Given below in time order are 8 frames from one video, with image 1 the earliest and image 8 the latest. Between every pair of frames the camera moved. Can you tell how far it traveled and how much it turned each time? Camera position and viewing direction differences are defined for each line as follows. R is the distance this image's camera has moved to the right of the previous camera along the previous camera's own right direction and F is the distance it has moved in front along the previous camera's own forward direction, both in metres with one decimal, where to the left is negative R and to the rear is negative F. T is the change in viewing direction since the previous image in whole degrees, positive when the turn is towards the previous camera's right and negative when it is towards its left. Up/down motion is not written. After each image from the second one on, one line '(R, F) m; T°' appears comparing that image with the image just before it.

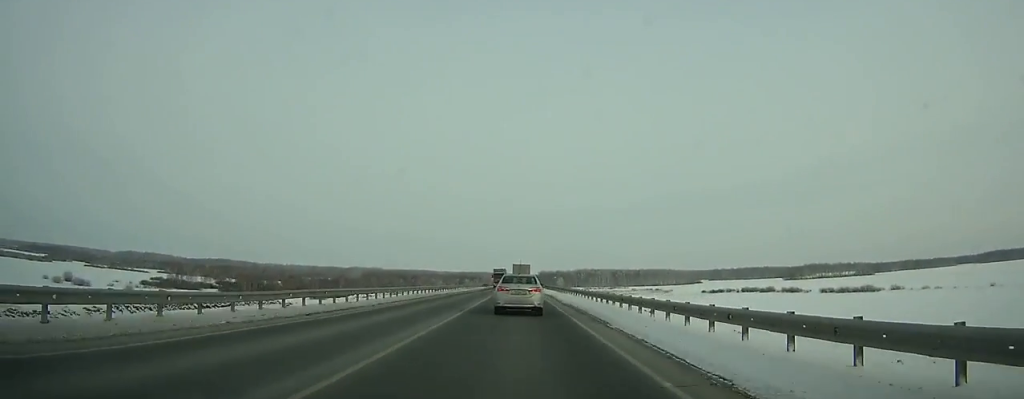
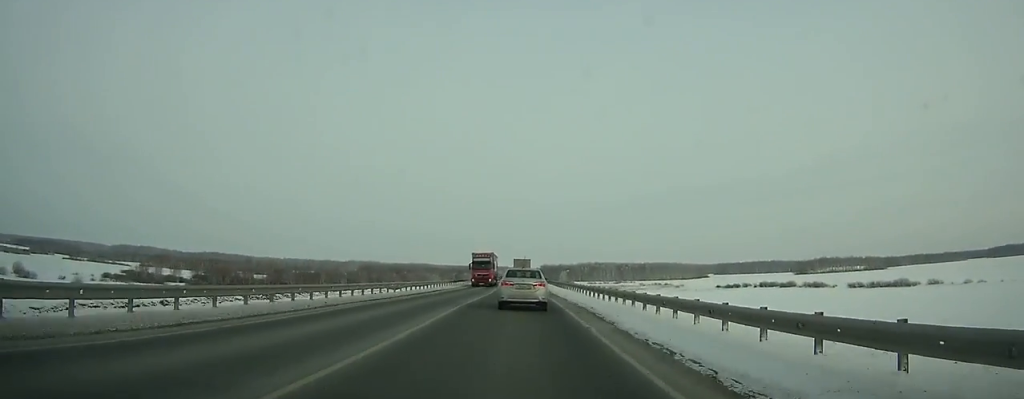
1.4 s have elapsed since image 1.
(0.0, +27.3) m; 0°
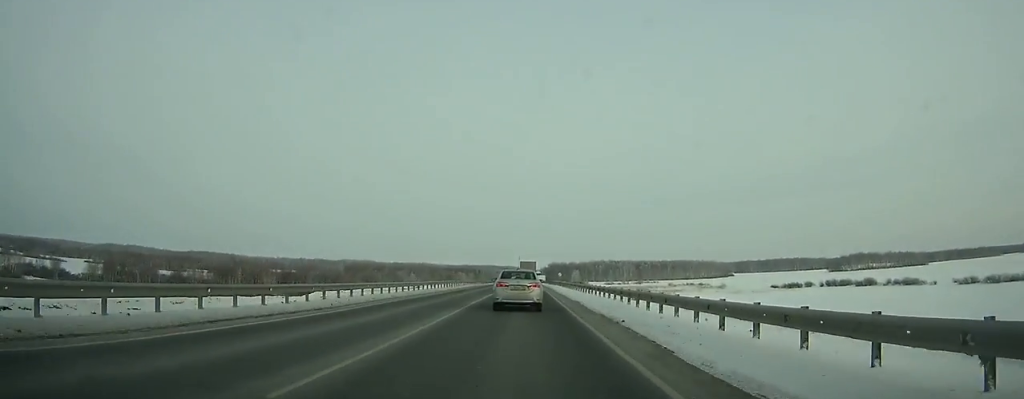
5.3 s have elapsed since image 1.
(-0.3, +75.9) m; 0°
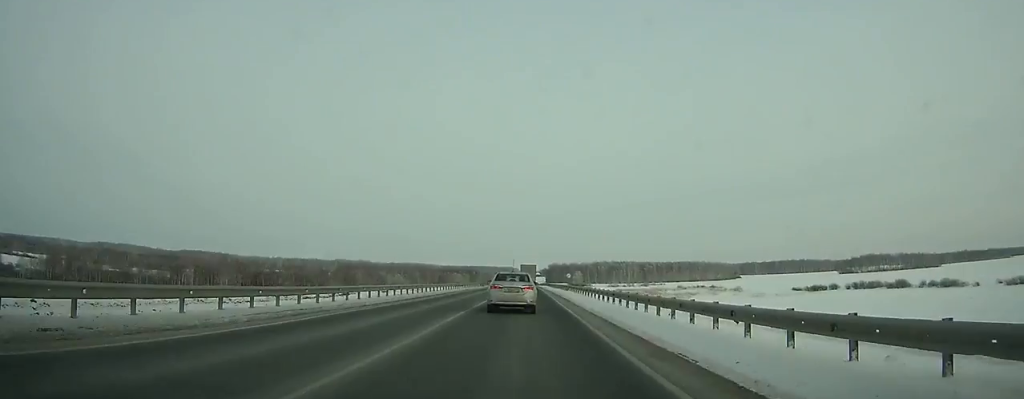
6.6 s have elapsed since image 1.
(0.0, +25.3) m; 0°
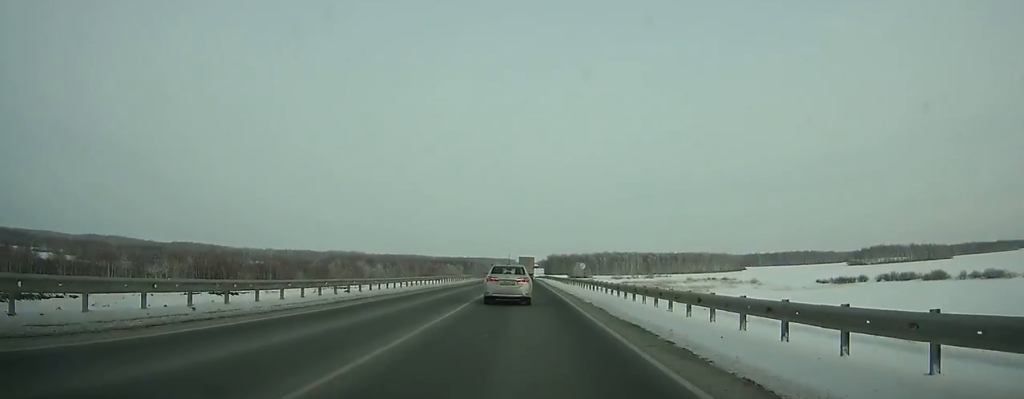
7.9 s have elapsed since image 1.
(0.0, +25.6) m; 0°
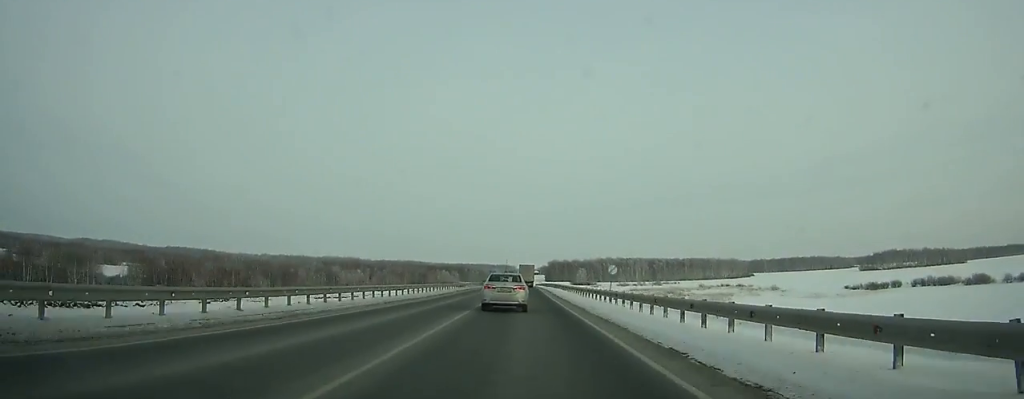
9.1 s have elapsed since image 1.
(0.0, +23.8) m; 0°
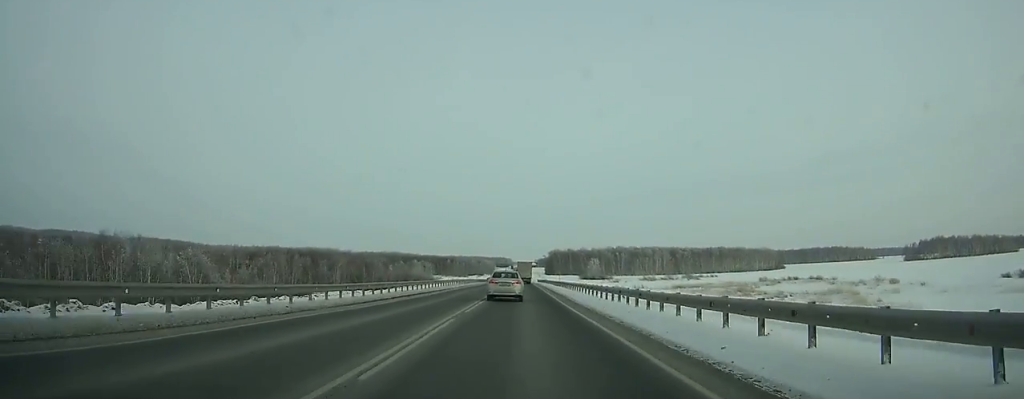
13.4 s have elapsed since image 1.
(0.0, +87.0) m; 0°
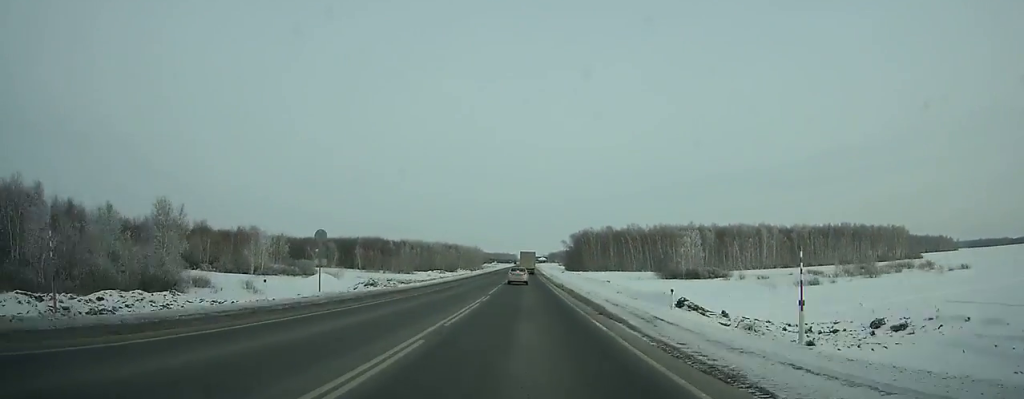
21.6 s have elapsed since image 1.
(-0.2, +174.3) m; -1°
